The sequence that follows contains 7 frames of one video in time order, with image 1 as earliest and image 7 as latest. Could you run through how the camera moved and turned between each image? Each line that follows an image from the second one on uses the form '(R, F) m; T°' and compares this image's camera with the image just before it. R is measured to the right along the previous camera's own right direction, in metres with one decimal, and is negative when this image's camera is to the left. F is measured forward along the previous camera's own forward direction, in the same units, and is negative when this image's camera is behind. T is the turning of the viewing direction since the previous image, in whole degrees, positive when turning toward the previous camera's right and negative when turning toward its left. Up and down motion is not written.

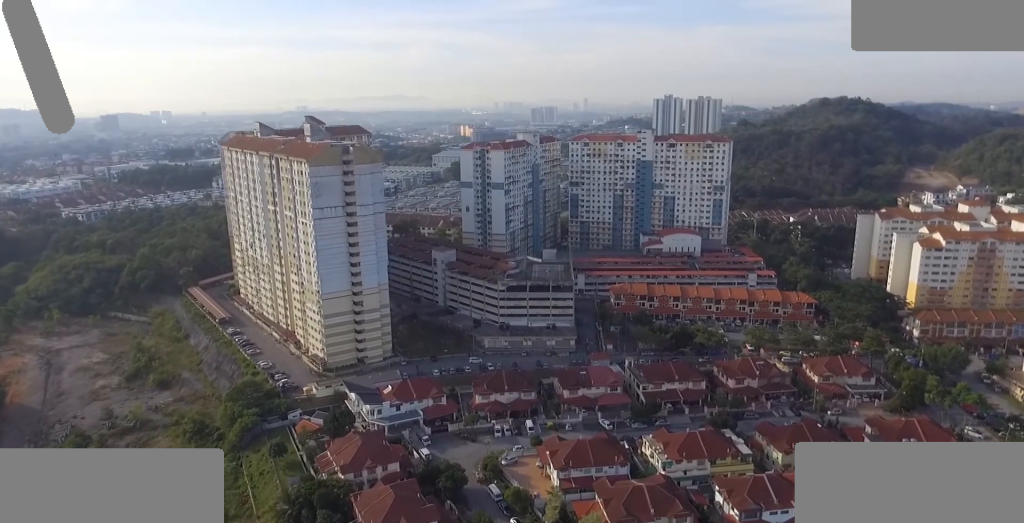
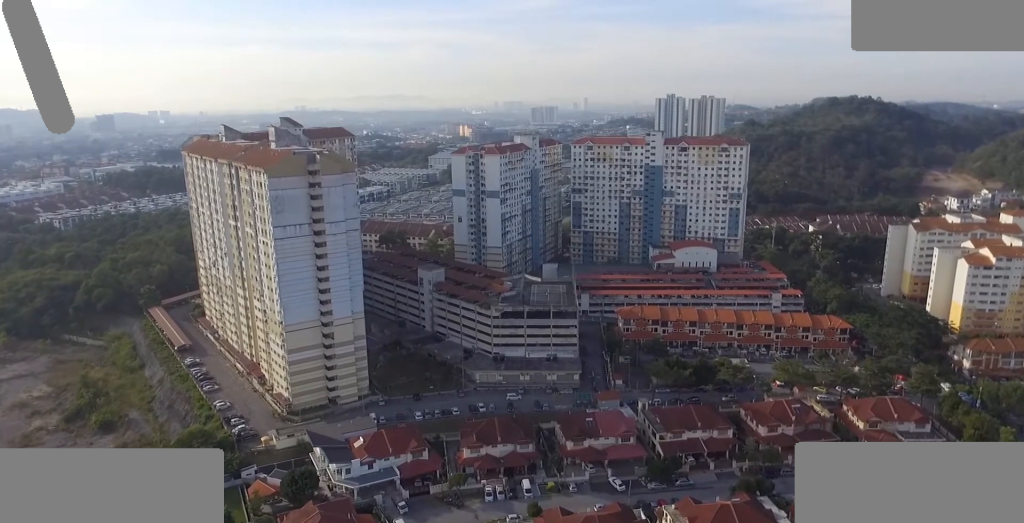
(0.0, +31.2) m; 0°
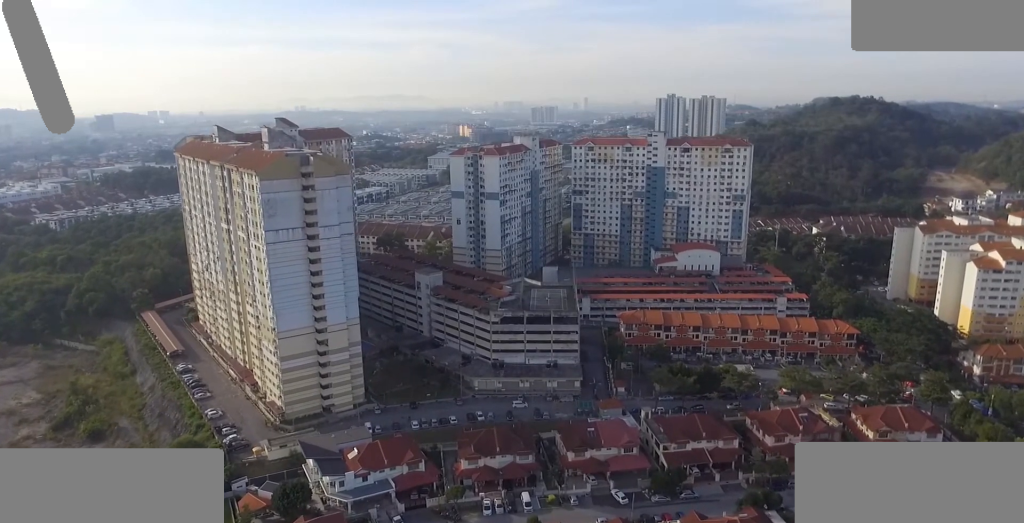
(0.0, +5.5) m; 0°
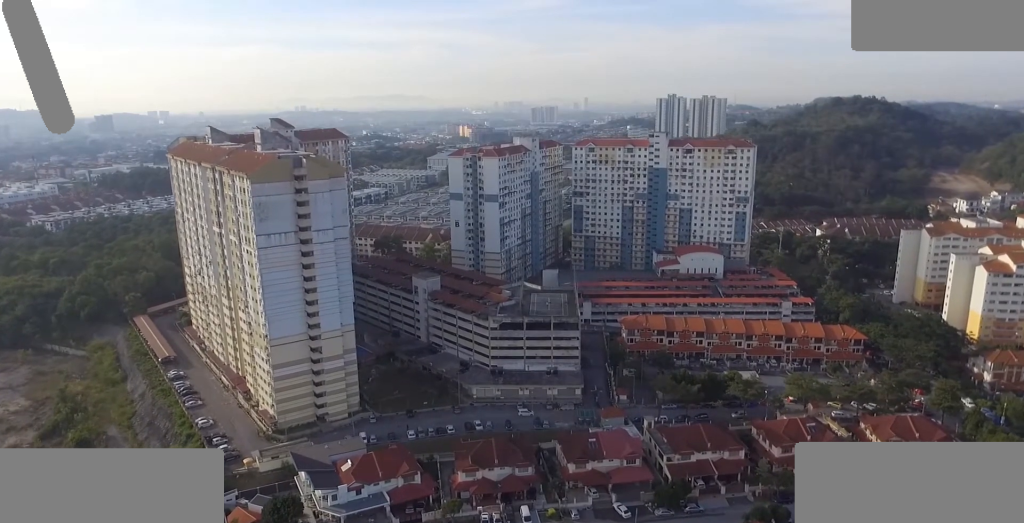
(0.0, +5.1) m; 0°
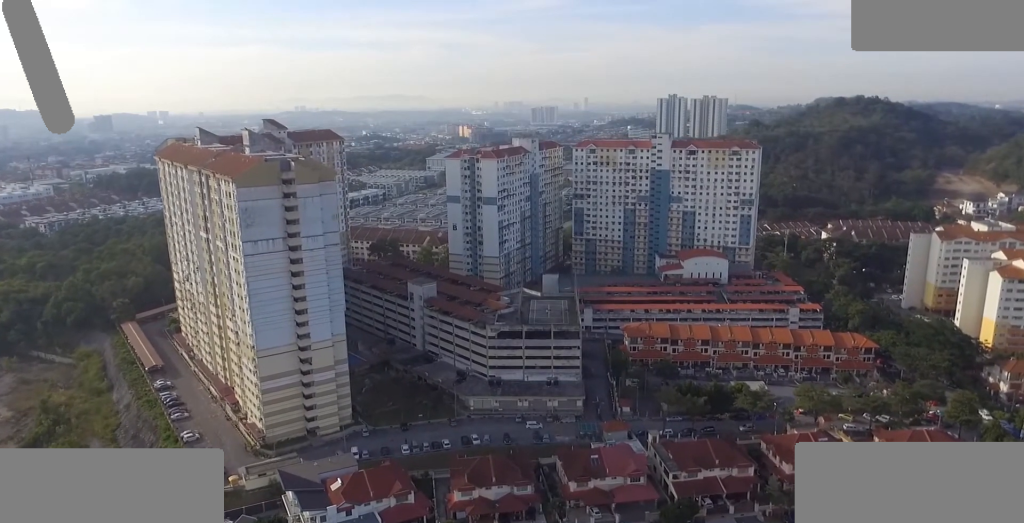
(0.0, +7.9) m; 0°
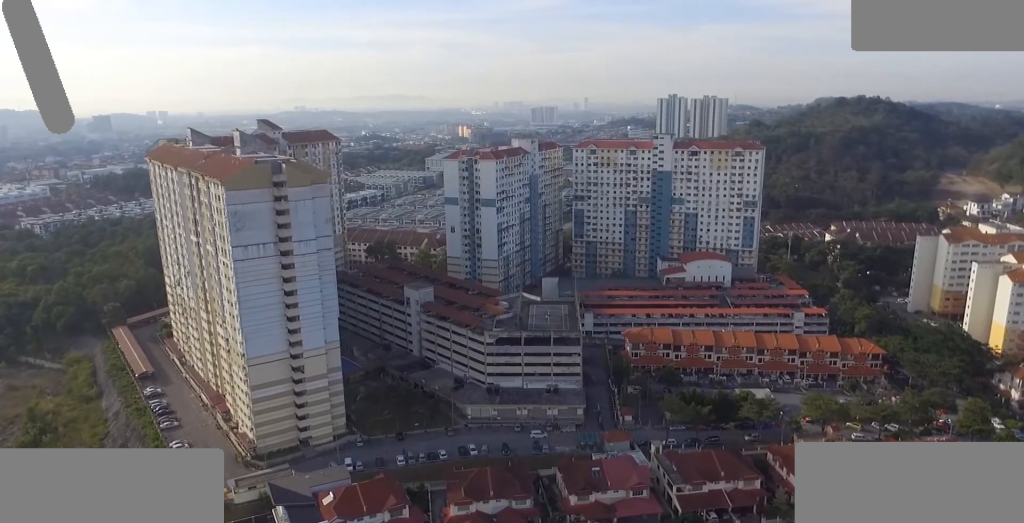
(0.0, +5.5) m; 0°
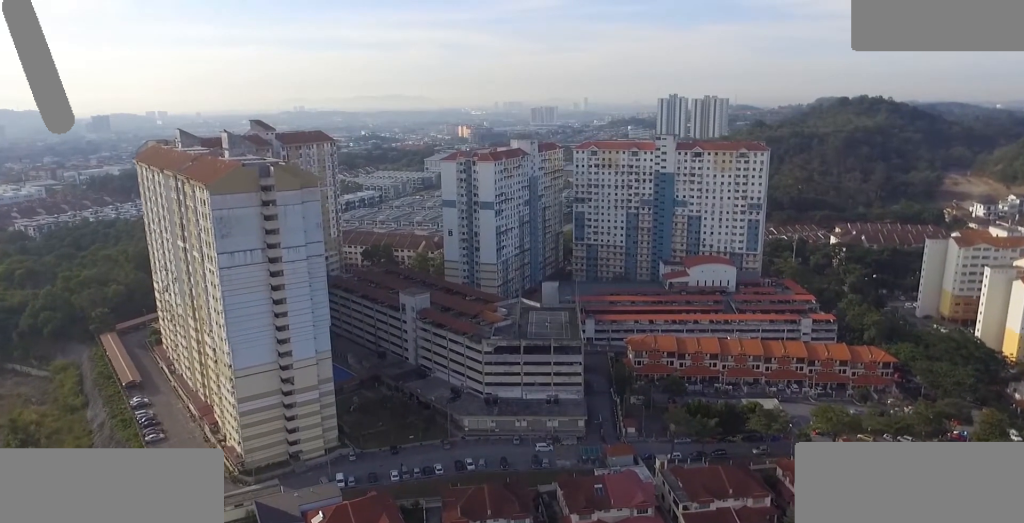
(0.0, +6.7) m; 0°
